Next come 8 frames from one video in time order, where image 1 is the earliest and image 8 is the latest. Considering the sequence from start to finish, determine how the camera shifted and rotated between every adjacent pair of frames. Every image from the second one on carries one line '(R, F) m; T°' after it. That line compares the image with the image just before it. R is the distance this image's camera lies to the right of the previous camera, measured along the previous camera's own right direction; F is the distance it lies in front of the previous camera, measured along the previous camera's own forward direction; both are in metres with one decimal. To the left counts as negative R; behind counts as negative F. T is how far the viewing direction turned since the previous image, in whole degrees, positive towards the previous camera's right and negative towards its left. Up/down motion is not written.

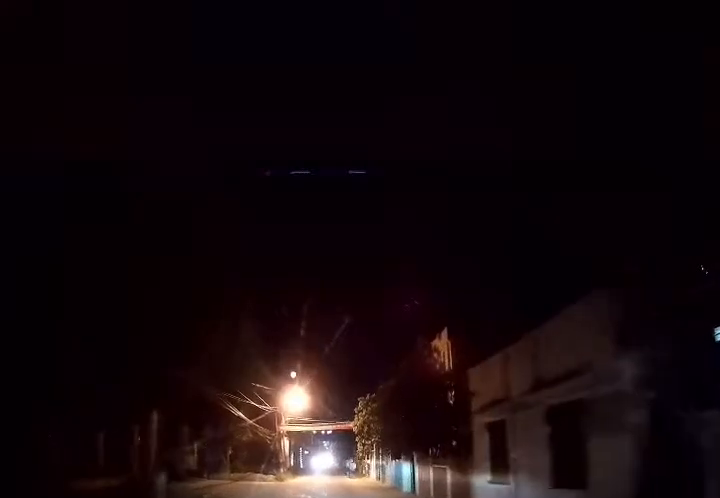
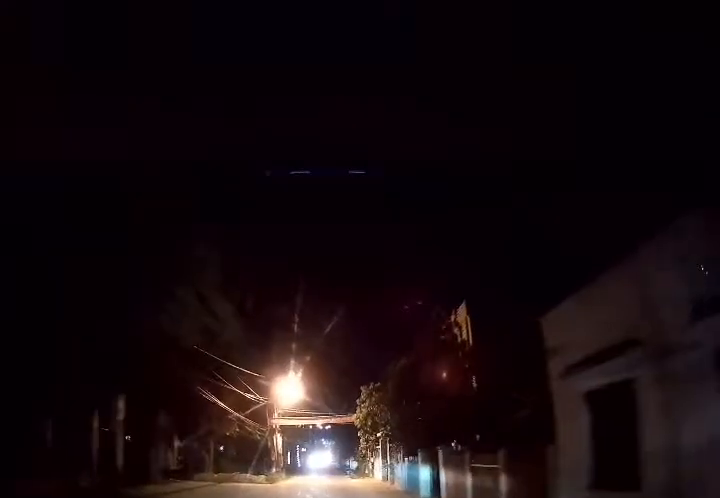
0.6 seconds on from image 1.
(0.0, +3.3) m; 0°
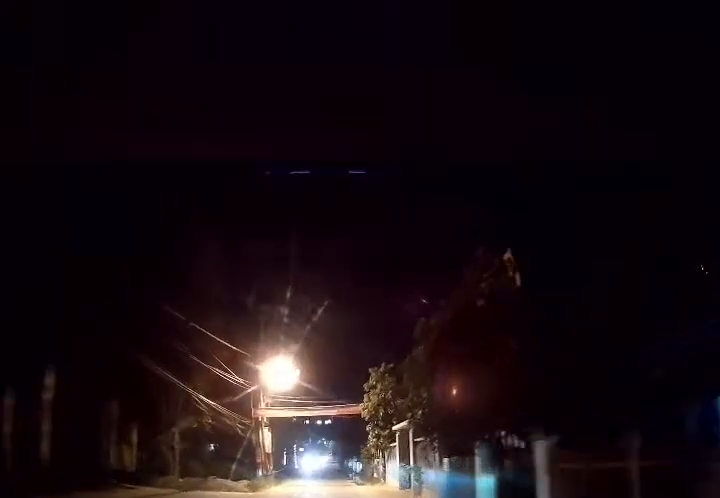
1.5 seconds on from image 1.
(0.0, +5.0) m; 0°
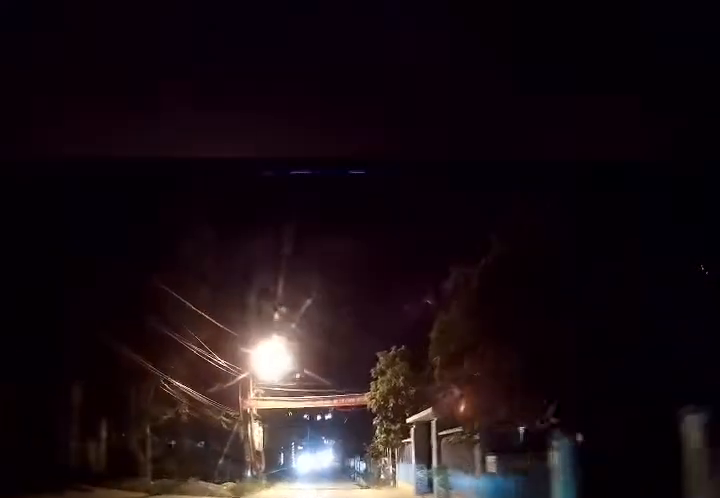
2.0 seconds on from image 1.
(0.0, +2.6) m; 0°
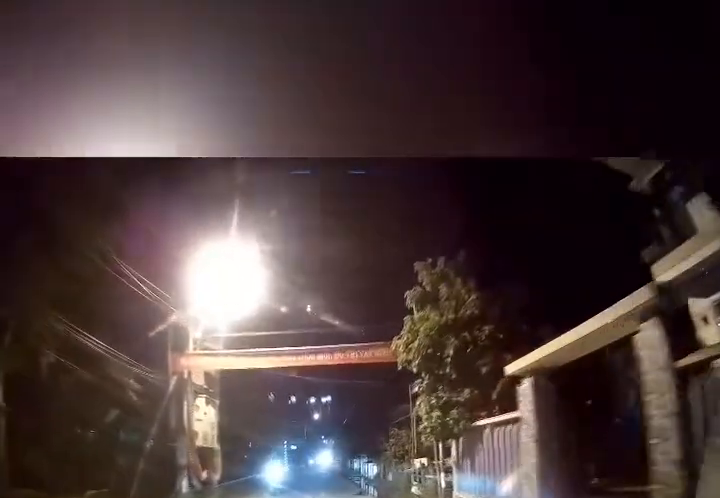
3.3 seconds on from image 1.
(0.0, +7.8) m; +2°
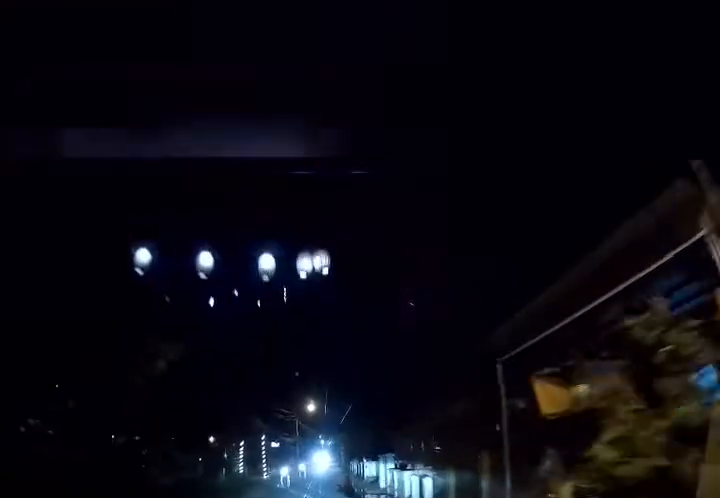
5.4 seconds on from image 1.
(0.0, +12.3) m; -3°
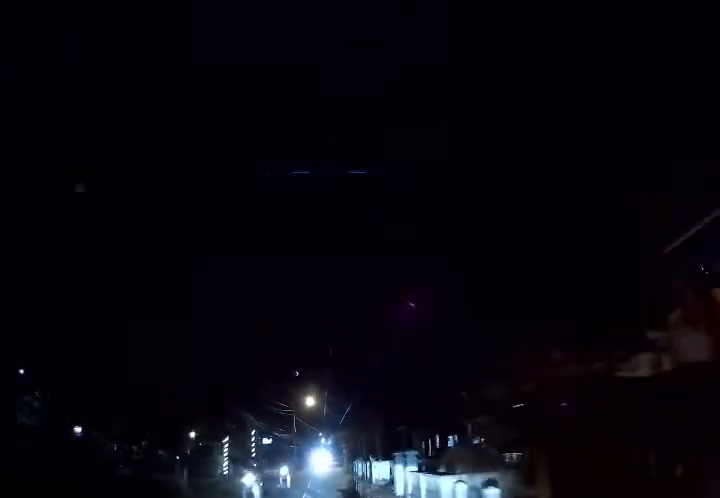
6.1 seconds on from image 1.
(0.0, +4.2) m; 0°
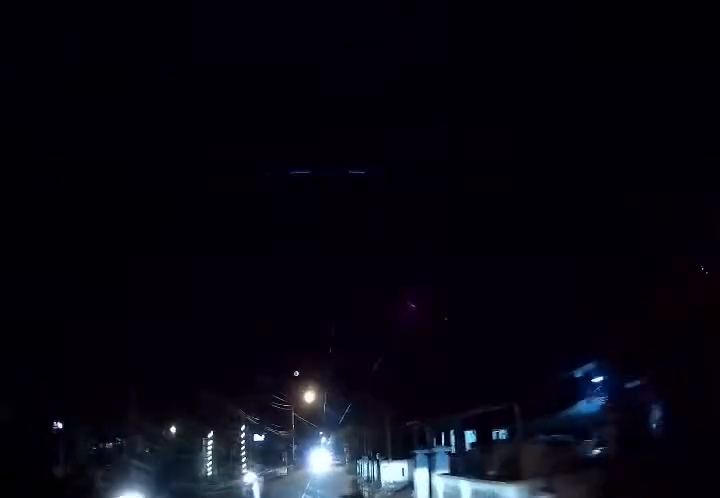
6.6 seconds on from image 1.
(0.0, +3.0) m; 0°
